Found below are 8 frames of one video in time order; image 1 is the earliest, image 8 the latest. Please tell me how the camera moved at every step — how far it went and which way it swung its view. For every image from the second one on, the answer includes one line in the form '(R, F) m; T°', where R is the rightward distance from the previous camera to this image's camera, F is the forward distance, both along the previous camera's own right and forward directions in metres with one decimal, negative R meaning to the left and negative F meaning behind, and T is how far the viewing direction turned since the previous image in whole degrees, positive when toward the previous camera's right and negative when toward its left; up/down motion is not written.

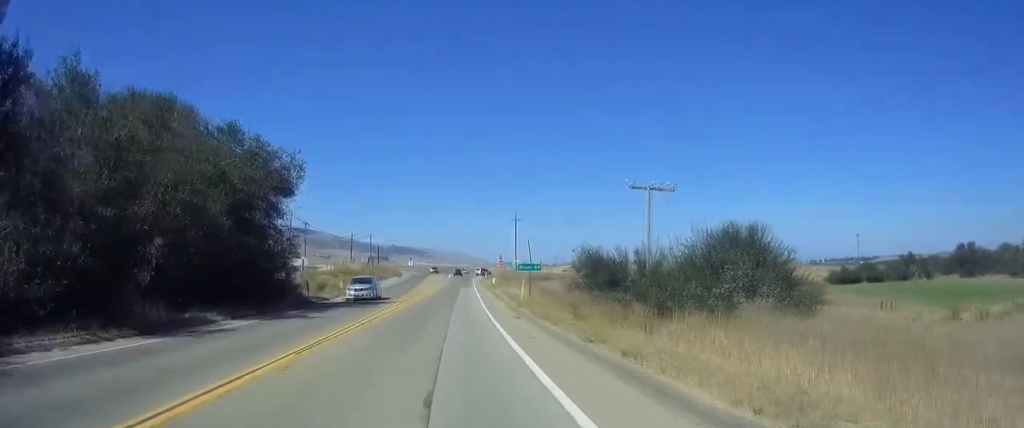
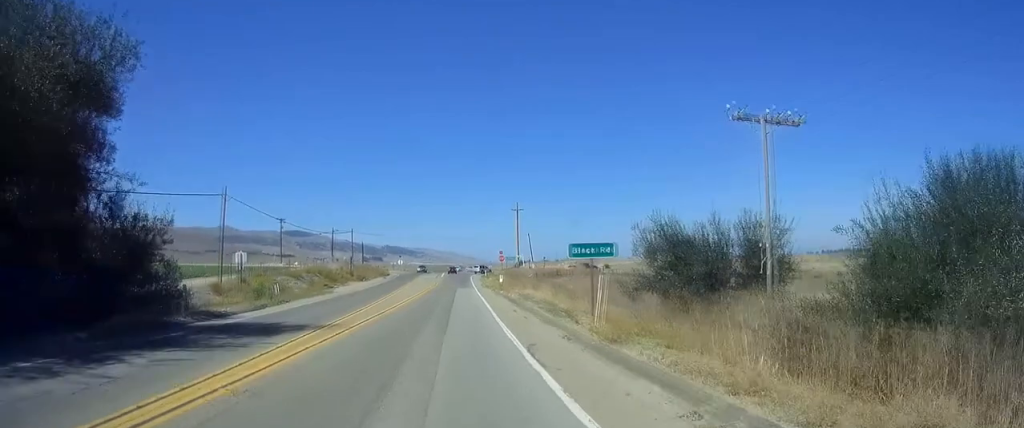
(0.0, +19.2) m; 0°
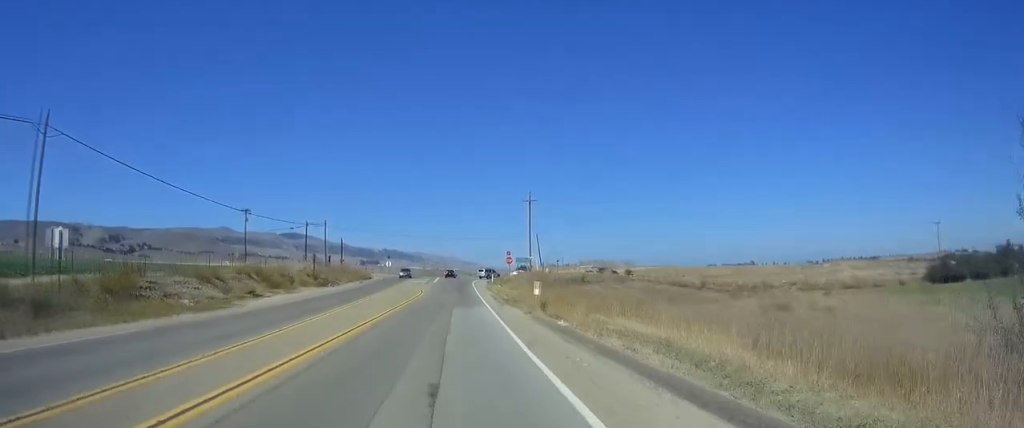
(+0.3, +25.5) m; +1°
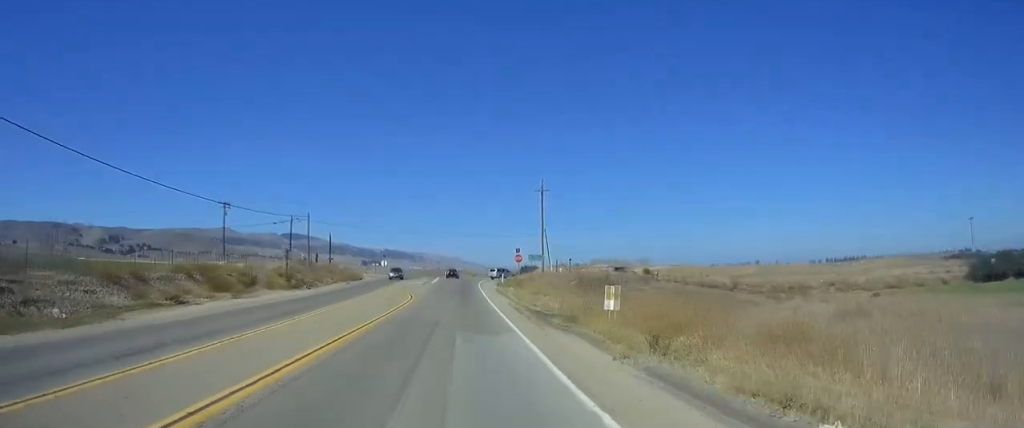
(+0.1, +13.5) m; 0°
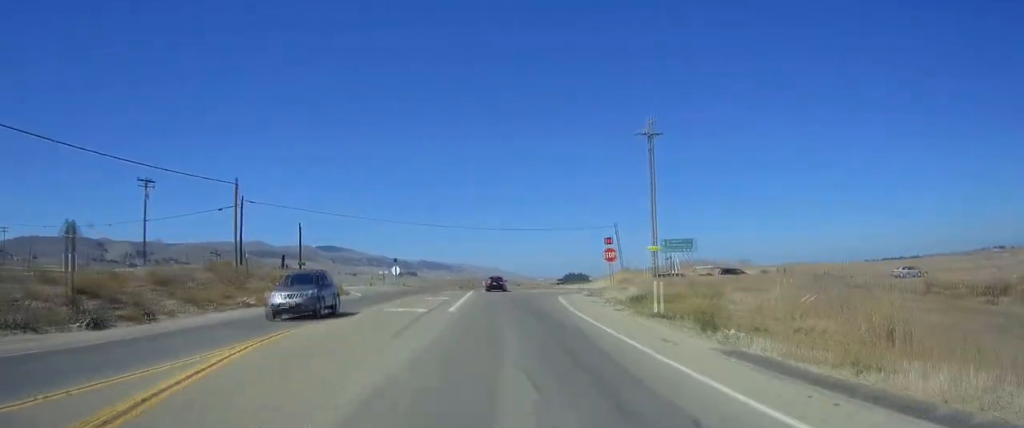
(-0.7, +42.3) m; -4°
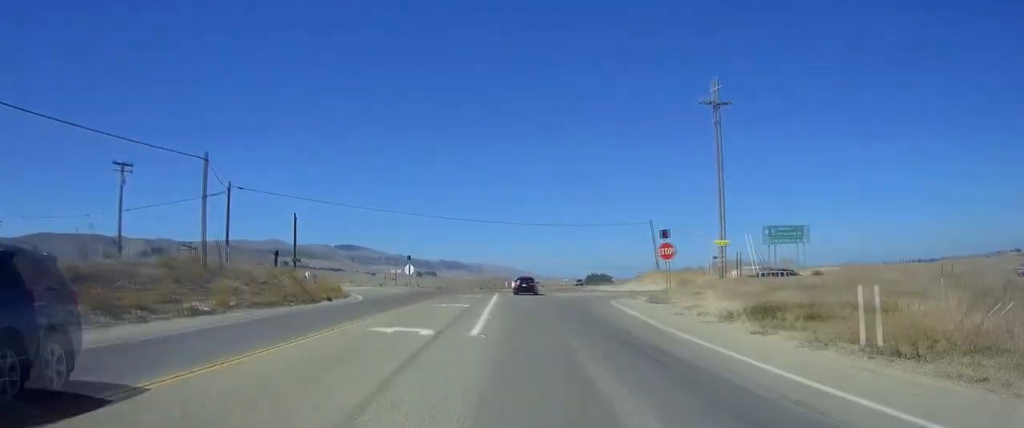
(-0.2, +10.3) m; -1°
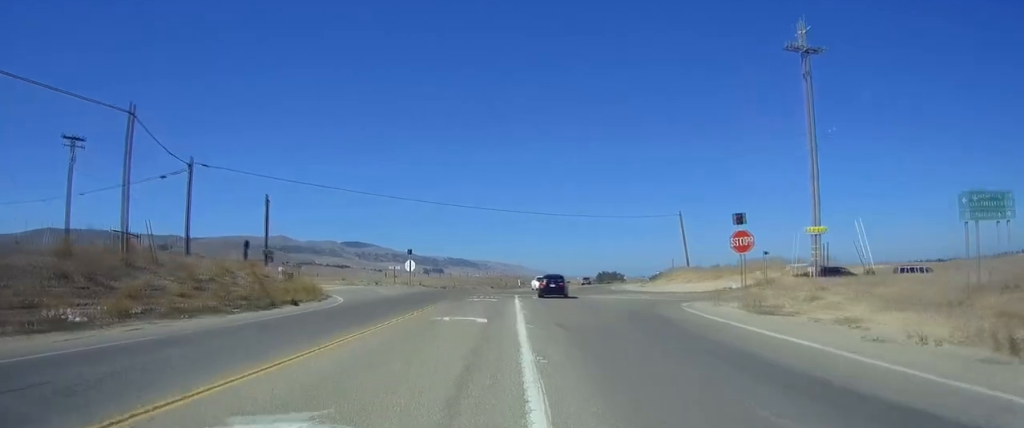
(-0.1, +11.4) m; -1°
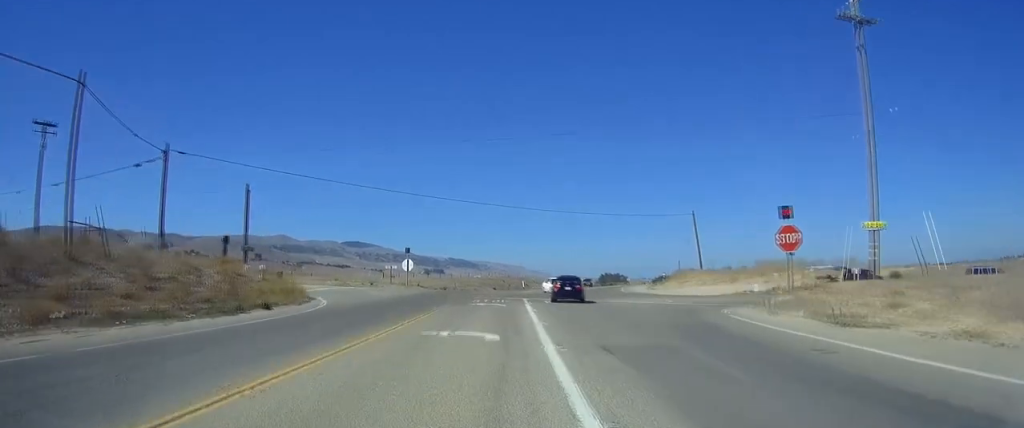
(0.0, +5.0) m; 0°
